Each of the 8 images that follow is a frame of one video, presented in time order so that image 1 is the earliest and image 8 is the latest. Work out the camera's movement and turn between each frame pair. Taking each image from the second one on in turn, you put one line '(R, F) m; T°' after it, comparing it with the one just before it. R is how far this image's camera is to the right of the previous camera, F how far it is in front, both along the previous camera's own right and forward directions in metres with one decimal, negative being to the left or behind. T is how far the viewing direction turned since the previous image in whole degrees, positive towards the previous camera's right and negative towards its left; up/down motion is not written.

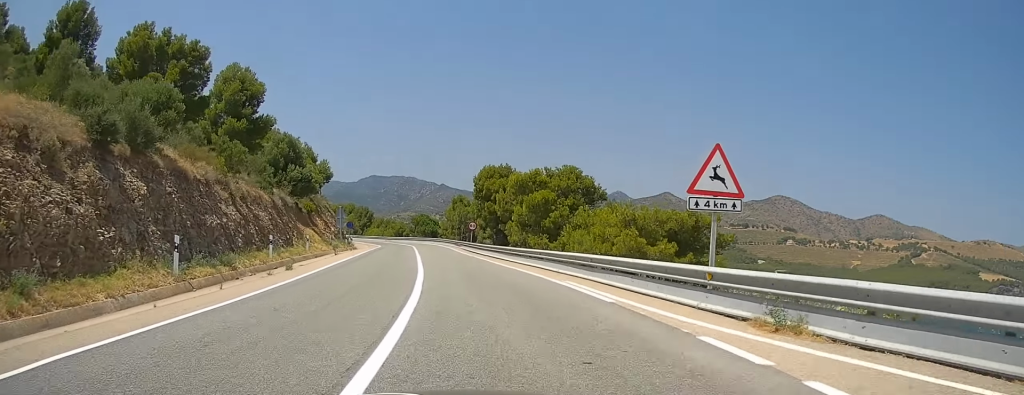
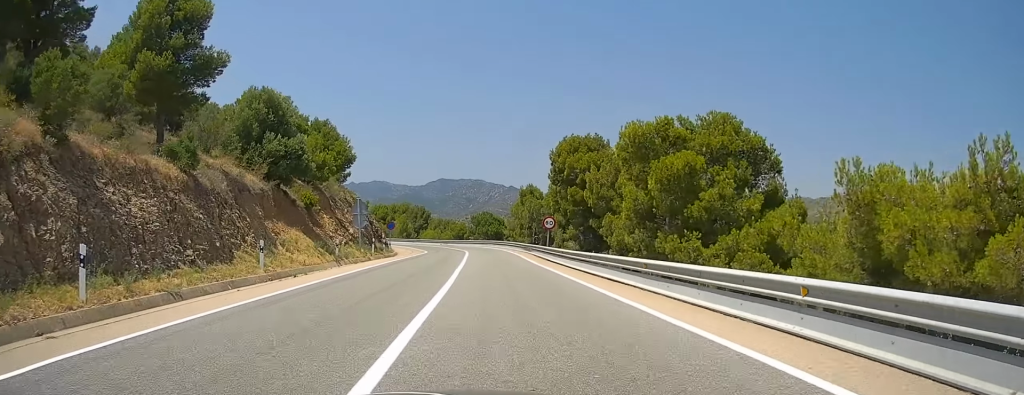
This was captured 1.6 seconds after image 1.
(-1.3, +18.3) m; -5°
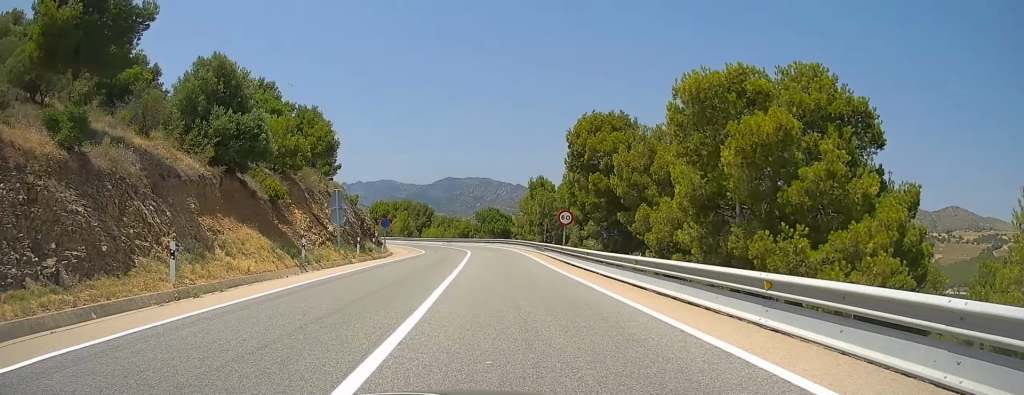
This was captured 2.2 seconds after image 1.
(0.0, +7.1) m; 0°
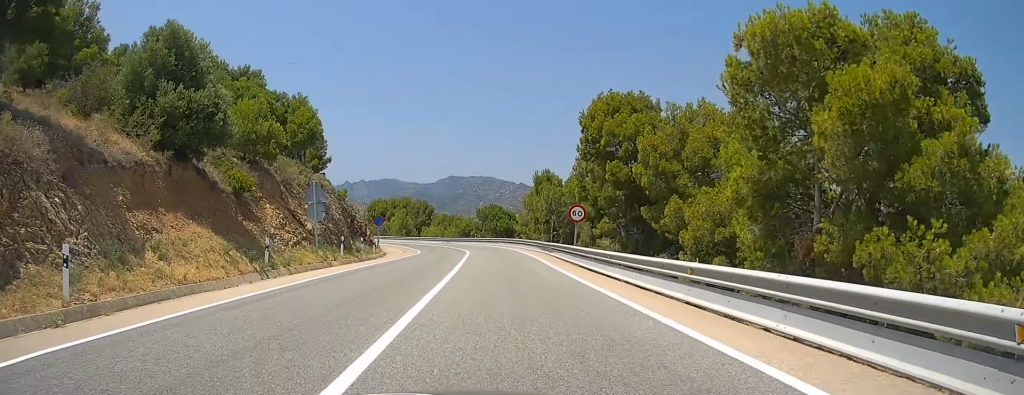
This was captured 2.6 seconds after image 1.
(+0.1, +4.8) m; 0°
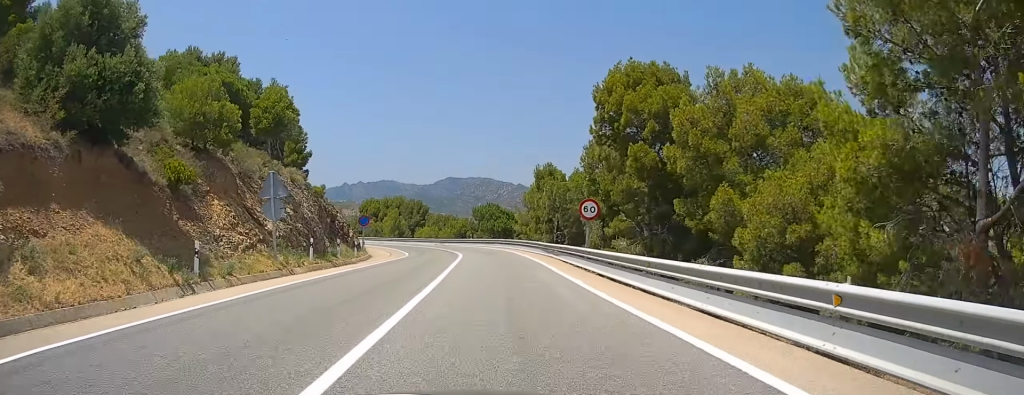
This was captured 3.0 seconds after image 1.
(-0.1, +5.5) m; -1°
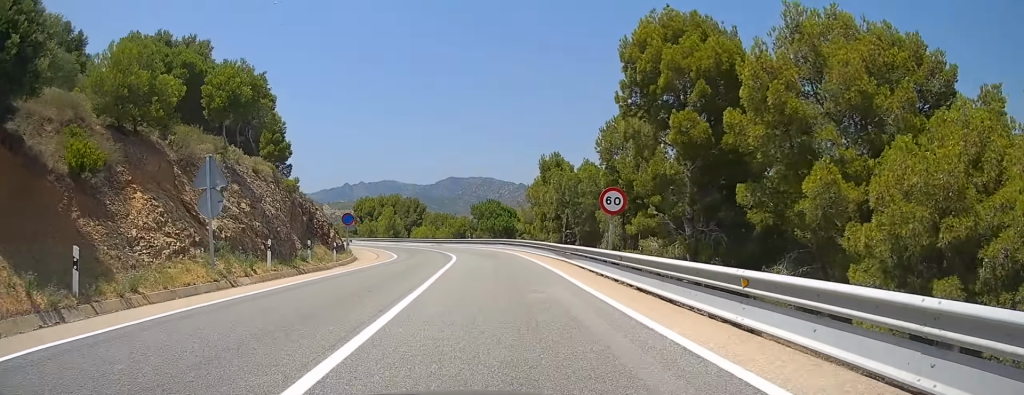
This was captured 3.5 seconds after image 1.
(0.0, +5.9) m; -1°
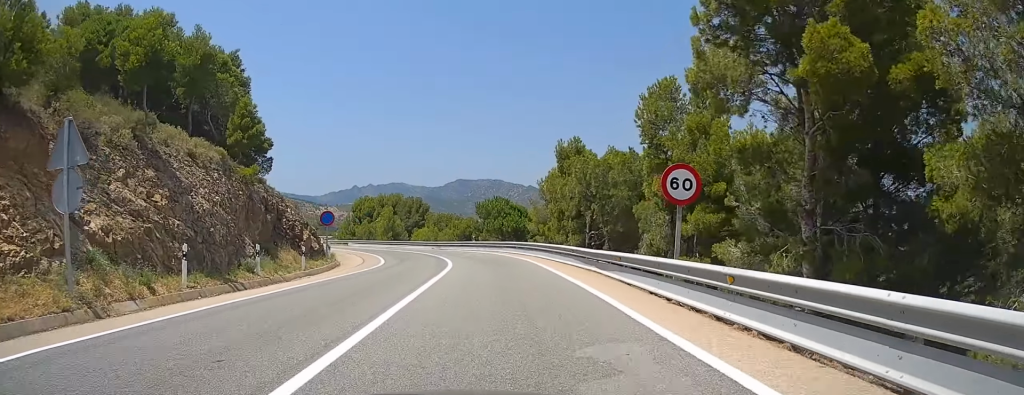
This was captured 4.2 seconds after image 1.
(-0.2, +7.6) m; -1°
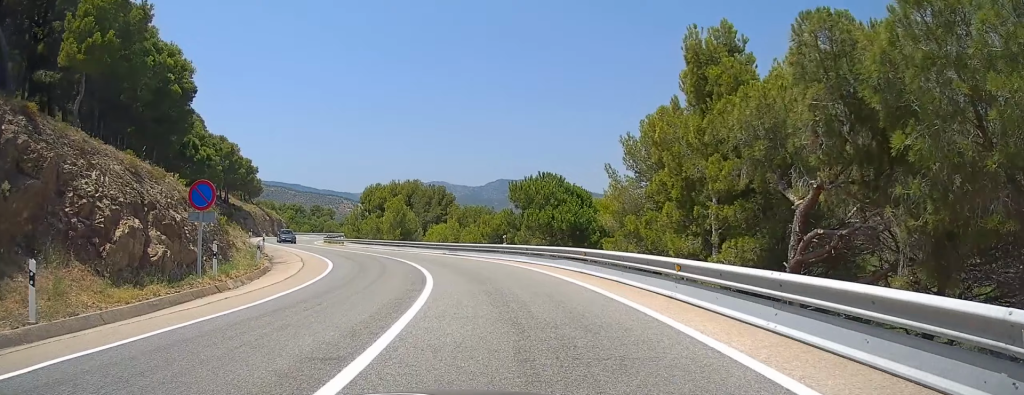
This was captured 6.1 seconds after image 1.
(-0.4, +21.1) m; -2°
